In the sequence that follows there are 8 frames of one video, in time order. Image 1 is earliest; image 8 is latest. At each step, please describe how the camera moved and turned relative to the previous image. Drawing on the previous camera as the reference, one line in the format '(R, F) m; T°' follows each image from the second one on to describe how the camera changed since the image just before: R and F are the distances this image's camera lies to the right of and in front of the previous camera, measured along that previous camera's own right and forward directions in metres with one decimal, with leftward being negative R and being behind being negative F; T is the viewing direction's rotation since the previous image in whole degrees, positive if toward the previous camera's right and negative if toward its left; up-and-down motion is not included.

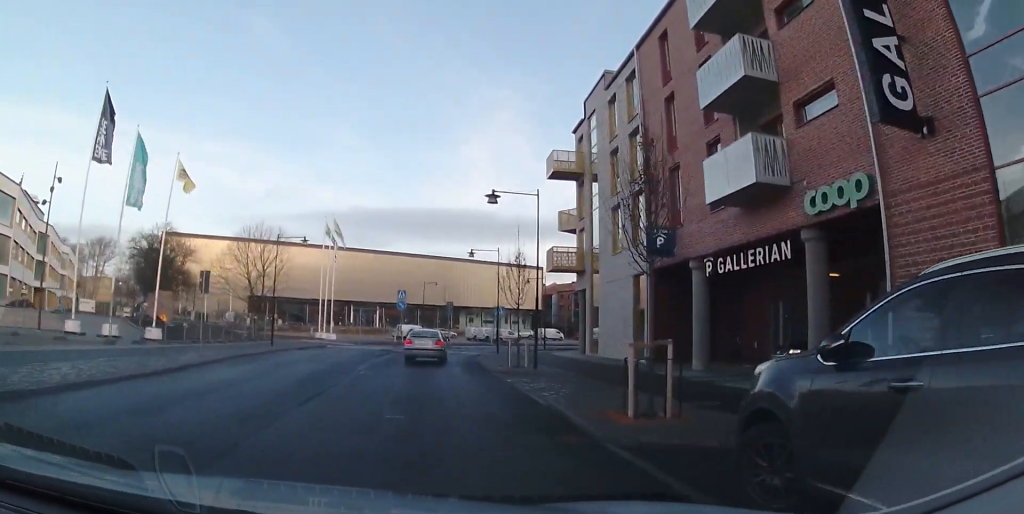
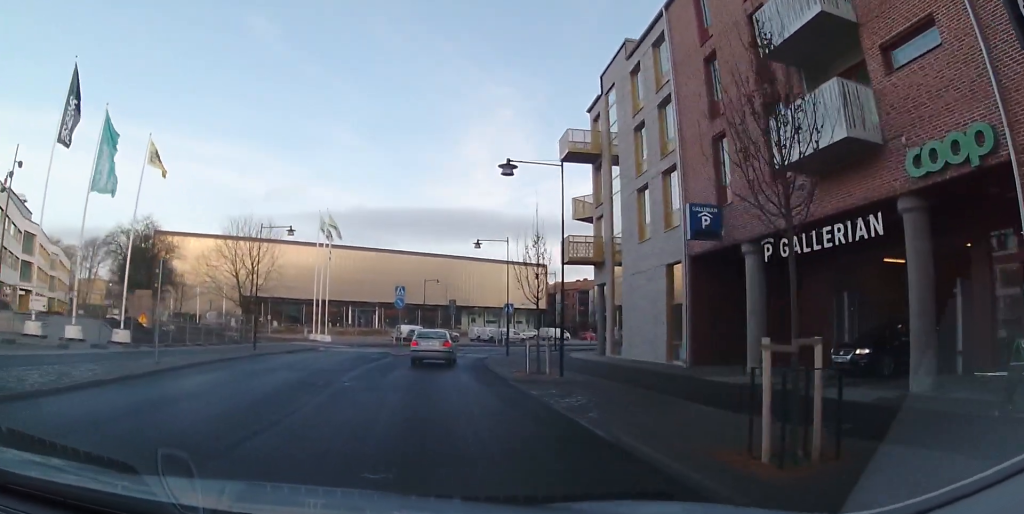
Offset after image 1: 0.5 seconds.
(0.0, +1.8) m; +5°
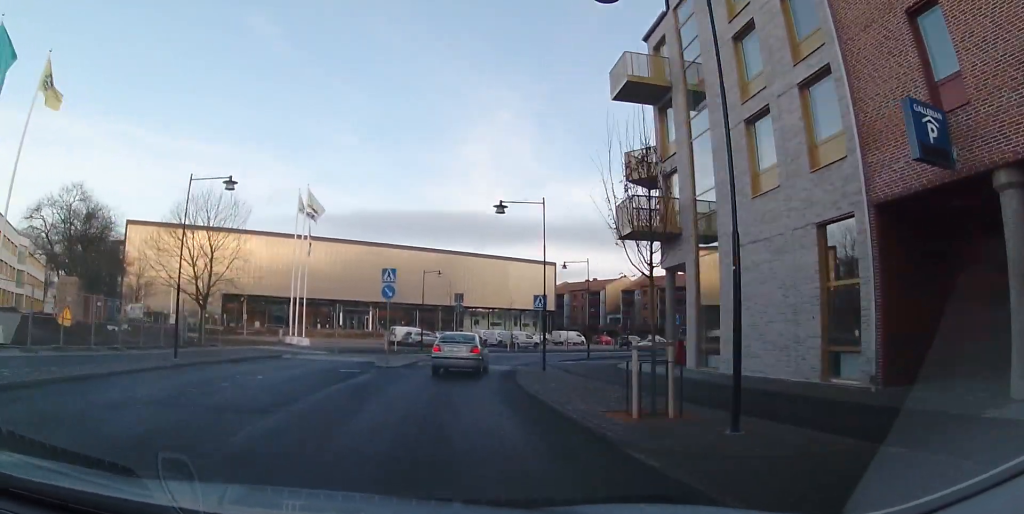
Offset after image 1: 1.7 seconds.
(+0.7, +4.7) m; +14°
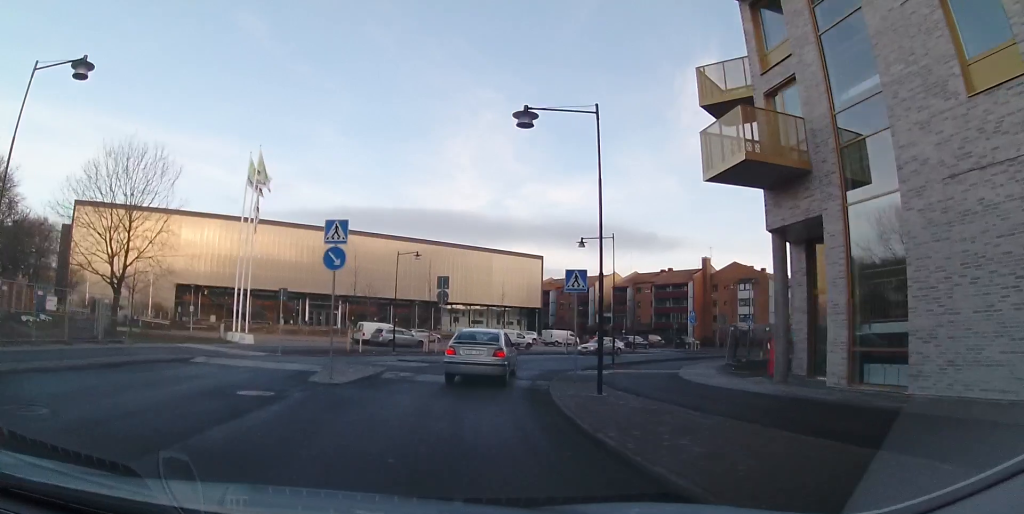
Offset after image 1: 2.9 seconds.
(+0.1, +4.9) m; -5°
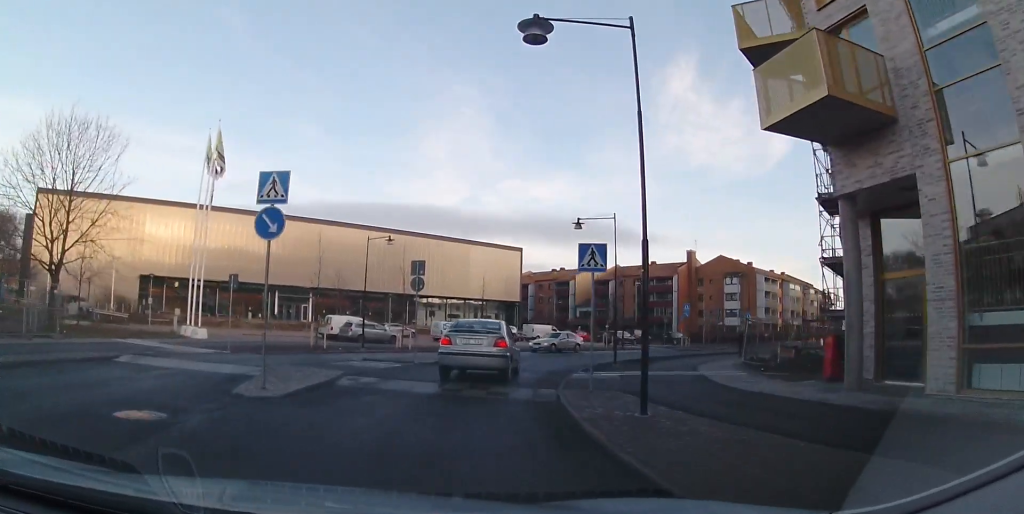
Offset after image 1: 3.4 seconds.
(-0.1, +2.2) m; -1°
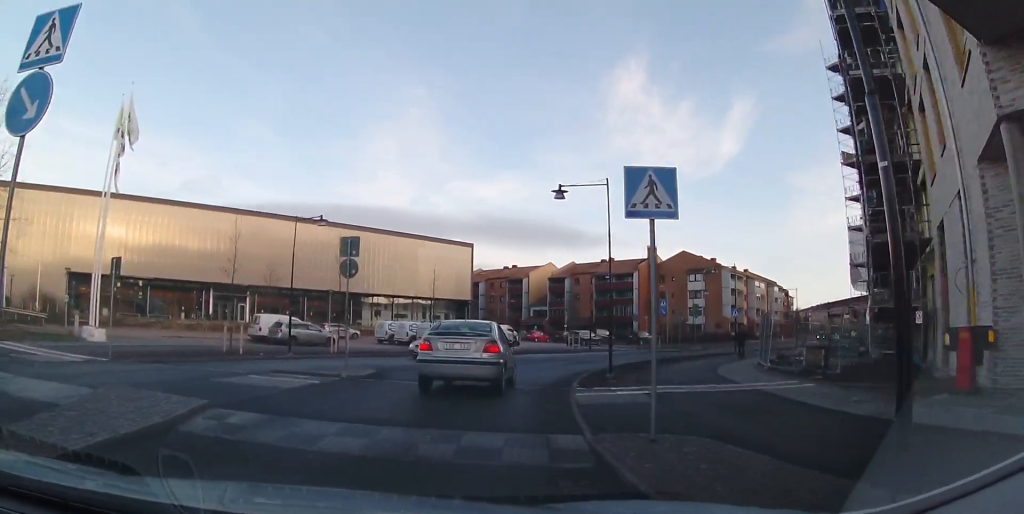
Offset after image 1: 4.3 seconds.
(-0.1, +3.7) m; +5°
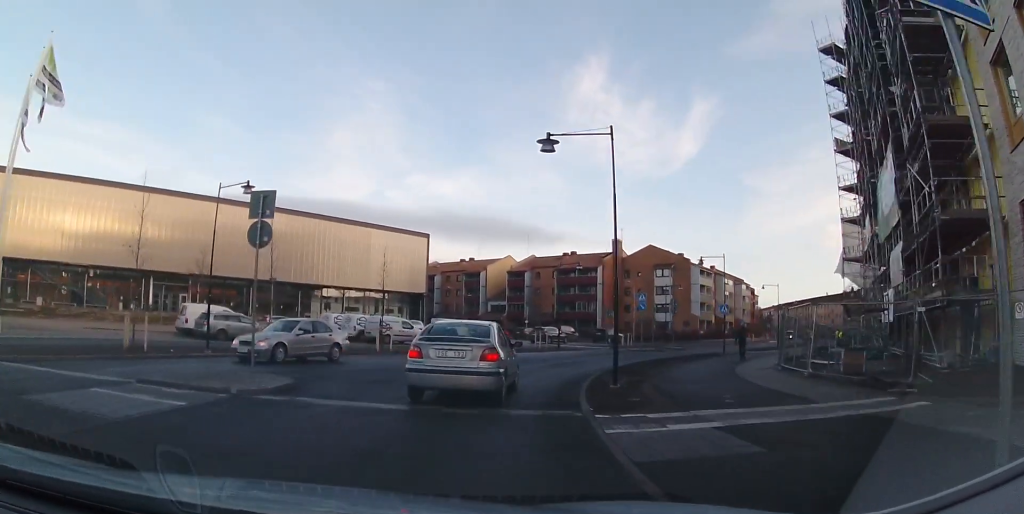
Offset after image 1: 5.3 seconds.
(+0.4, +3.8) m; +16°
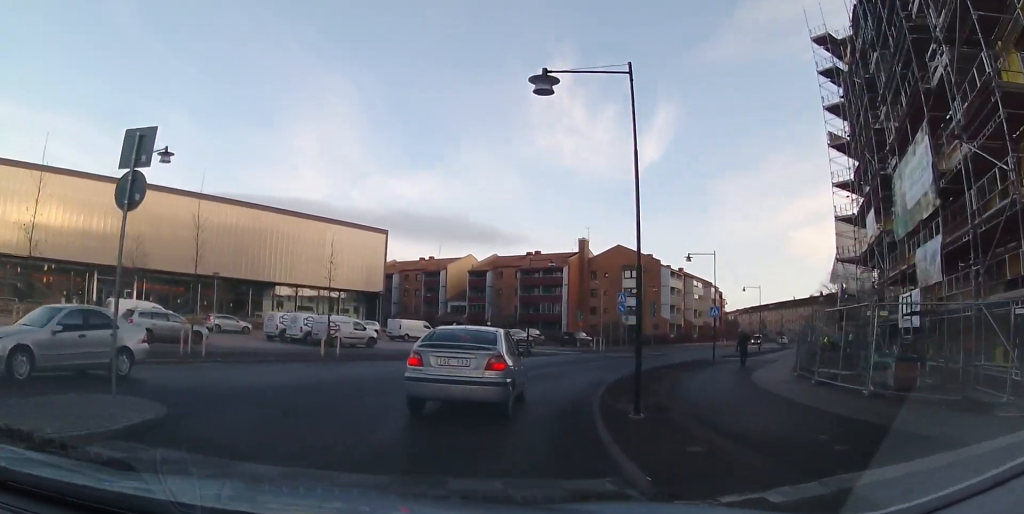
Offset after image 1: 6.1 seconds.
(+0.5, +3.6) m; +13°
